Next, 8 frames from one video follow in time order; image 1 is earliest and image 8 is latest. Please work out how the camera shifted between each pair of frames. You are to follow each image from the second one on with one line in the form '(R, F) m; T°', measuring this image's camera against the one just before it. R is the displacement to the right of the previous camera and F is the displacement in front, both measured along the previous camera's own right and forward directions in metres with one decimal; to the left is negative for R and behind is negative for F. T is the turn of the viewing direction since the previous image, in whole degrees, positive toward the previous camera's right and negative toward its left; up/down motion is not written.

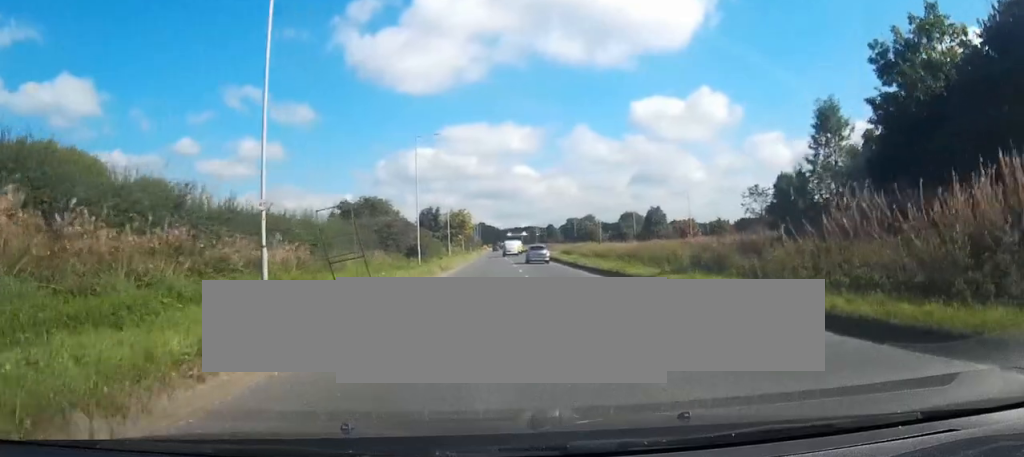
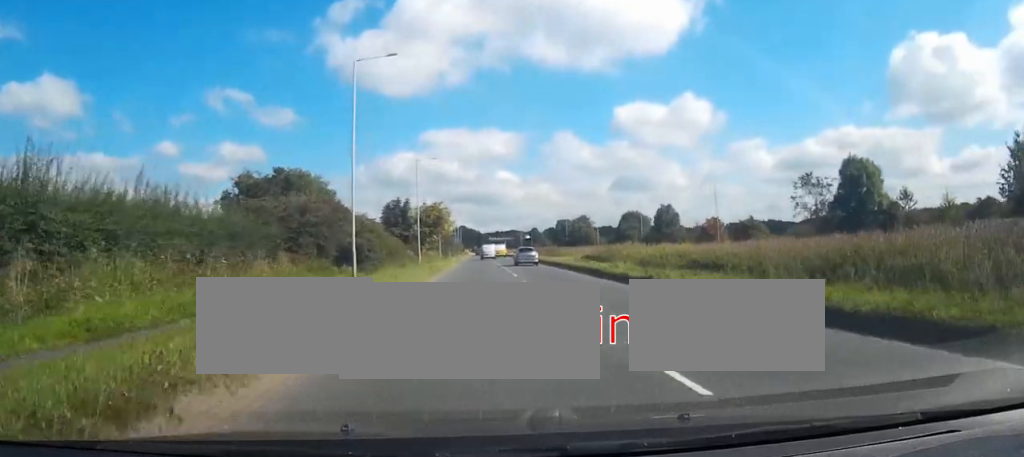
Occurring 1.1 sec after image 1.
(+0.3, +21.1) m; +1°
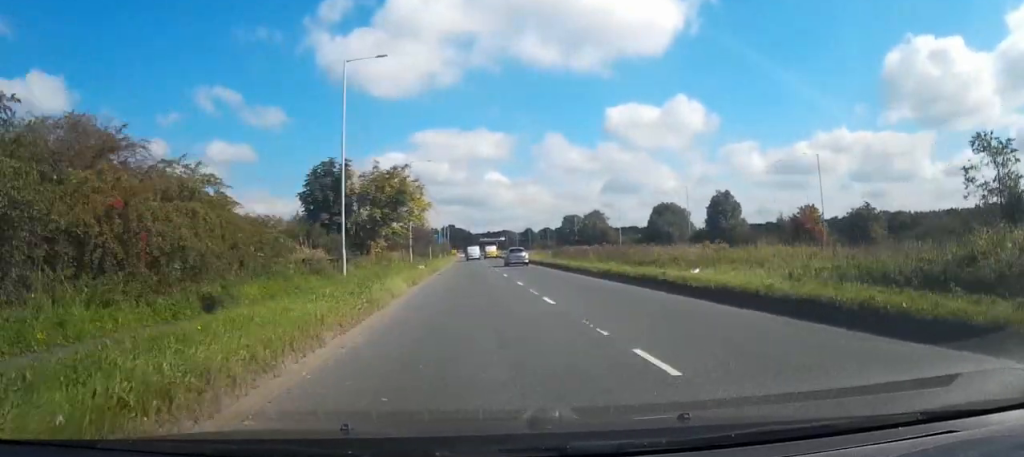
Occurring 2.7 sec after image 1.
(0.0, +32.6) m; +1°
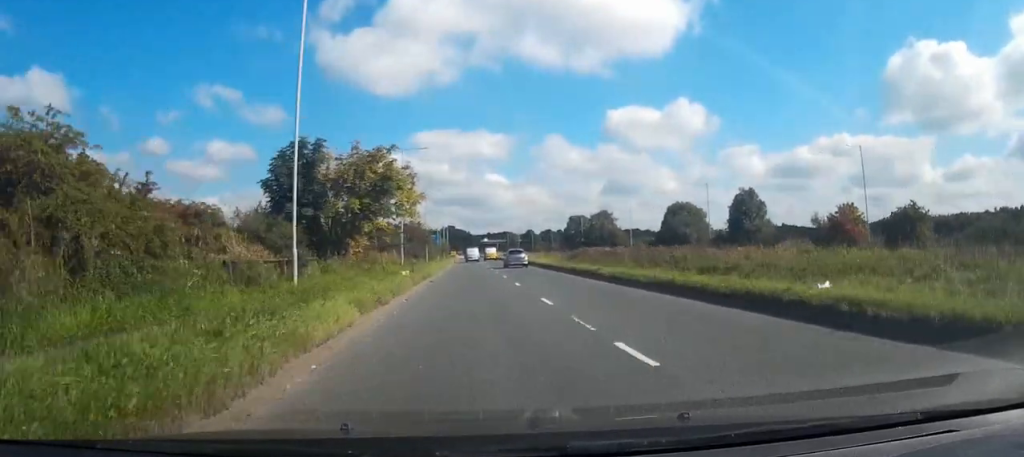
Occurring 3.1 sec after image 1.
(+0.2, +8.0) m; 0°
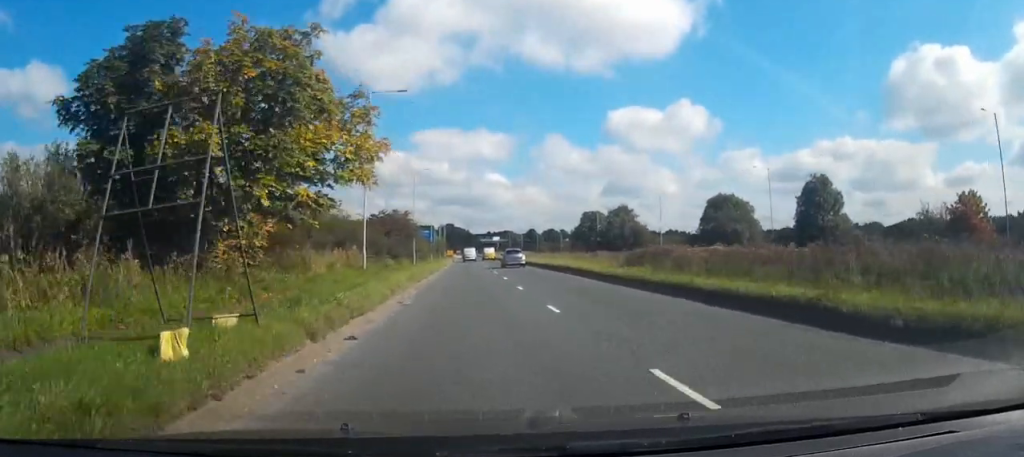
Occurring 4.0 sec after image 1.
(+0.3, +18.7) m; +1°
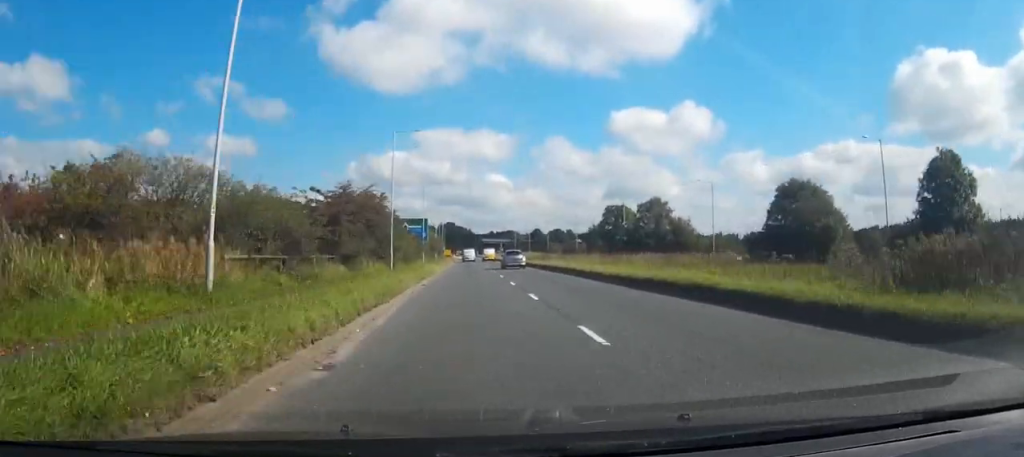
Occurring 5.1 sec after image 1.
(0.0, +20.7) m; 0°
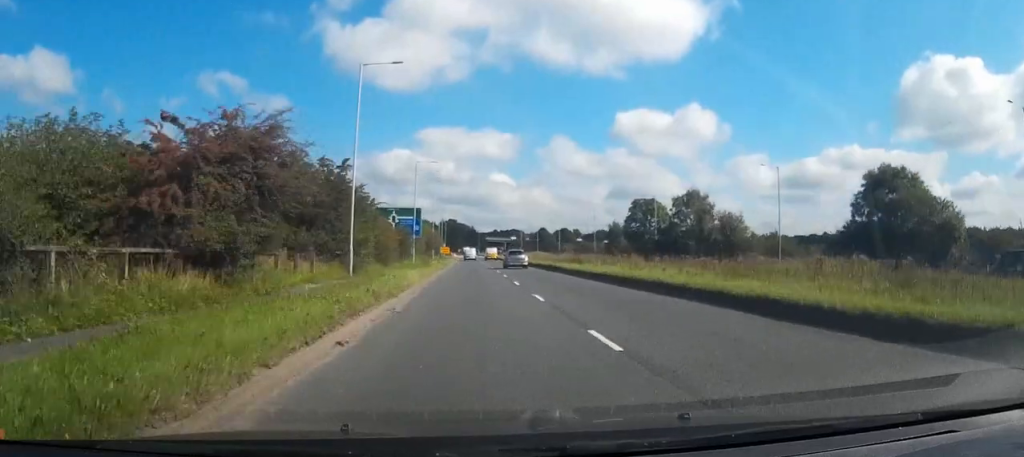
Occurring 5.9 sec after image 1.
(0.0, +16.8) m; -1°
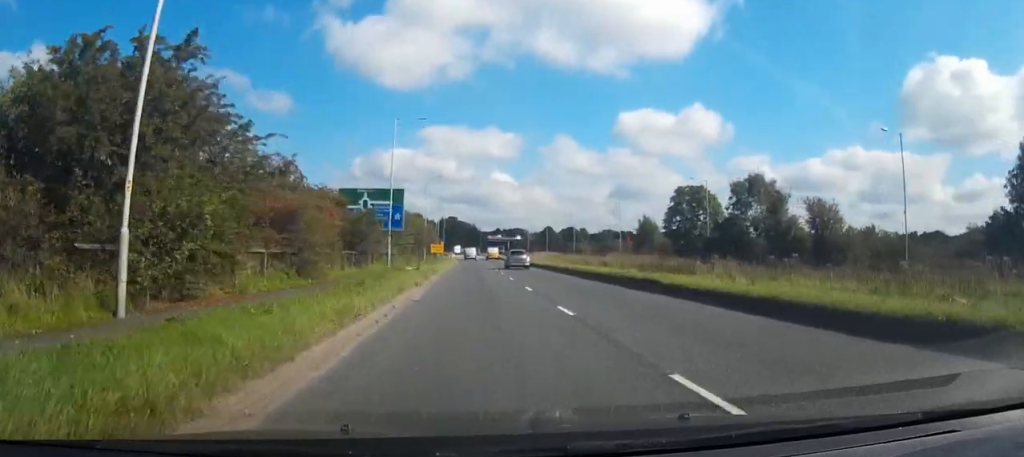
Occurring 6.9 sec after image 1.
(-0.3, +20.1) m; 0°
